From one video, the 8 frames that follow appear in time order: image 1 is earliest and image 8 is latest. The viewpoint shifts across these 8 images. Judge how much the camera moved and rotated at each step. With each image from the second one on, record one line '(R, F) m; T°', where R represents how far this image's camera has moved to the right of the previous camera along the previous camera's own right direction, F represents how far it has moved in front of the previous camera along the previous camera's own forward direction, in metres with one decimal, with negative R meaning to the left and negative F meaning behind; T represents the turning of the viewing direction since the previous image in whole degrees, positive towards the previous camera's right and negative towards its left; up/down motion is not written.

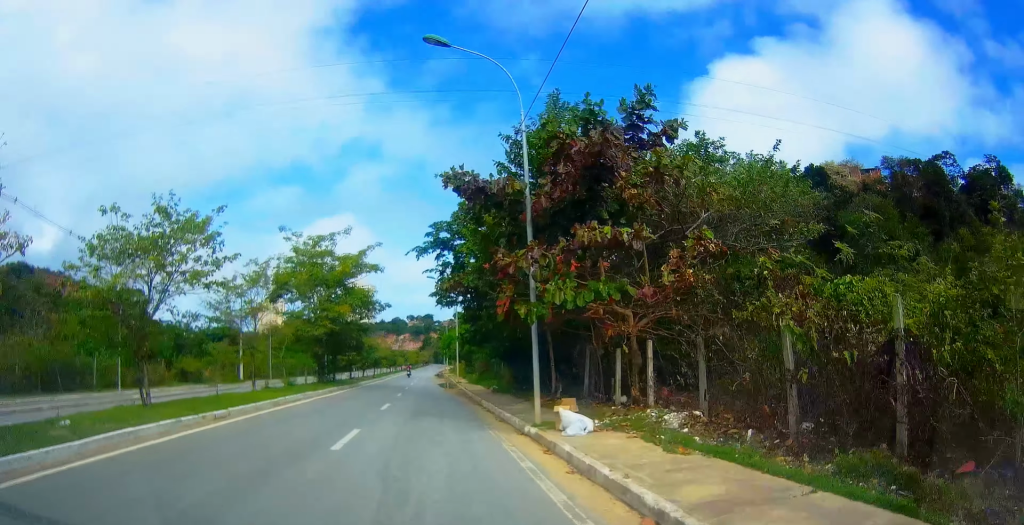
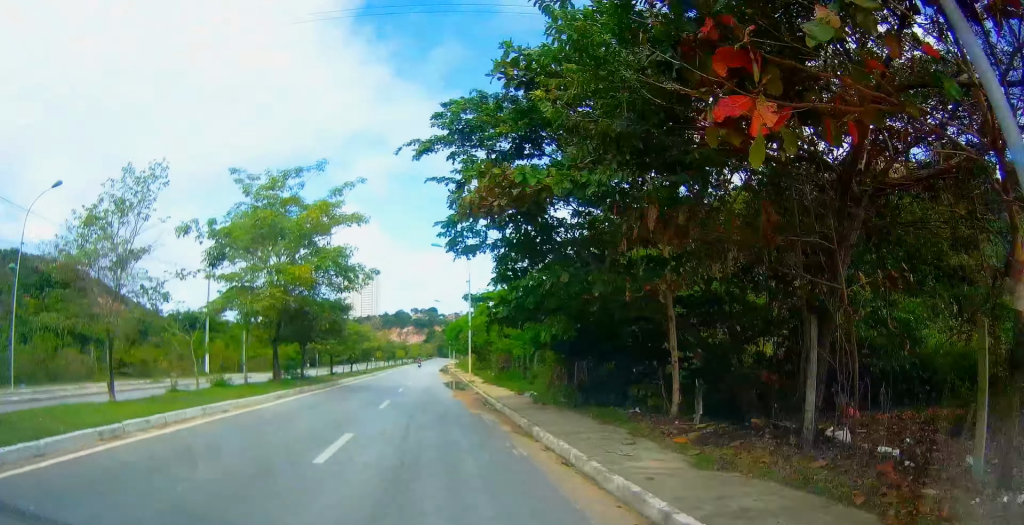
(-0.6, +11.6) m; -1°
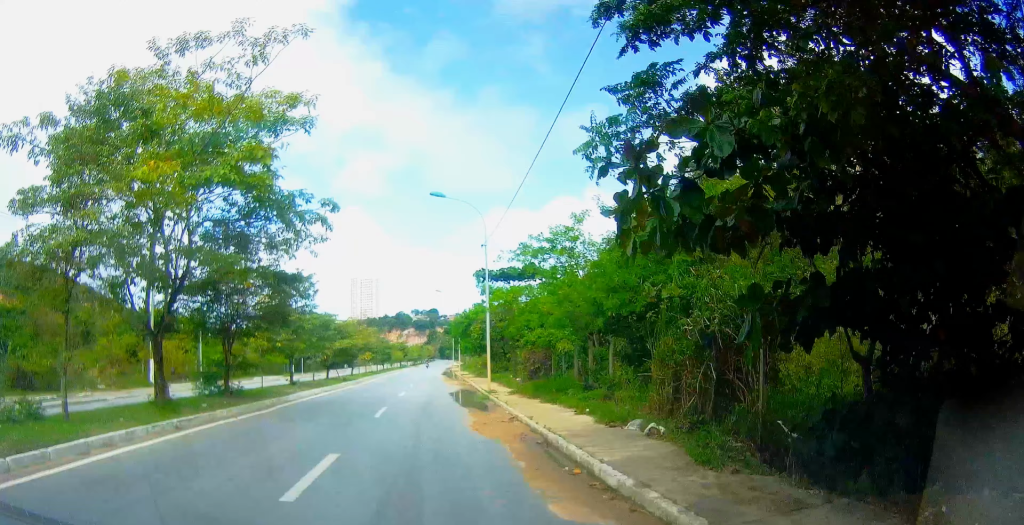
(+0.7, +11.6) m; +1°
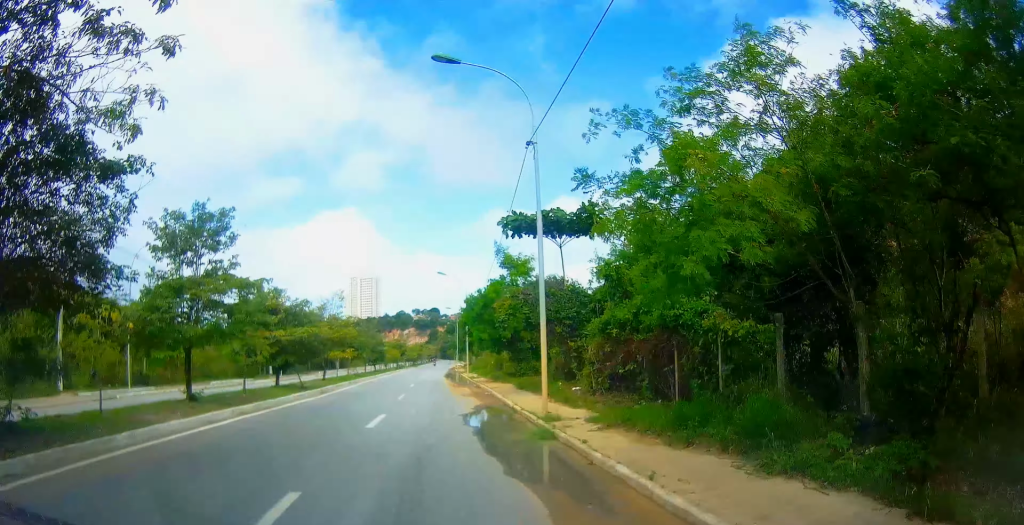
(-0.6, +11.8) m; -2°
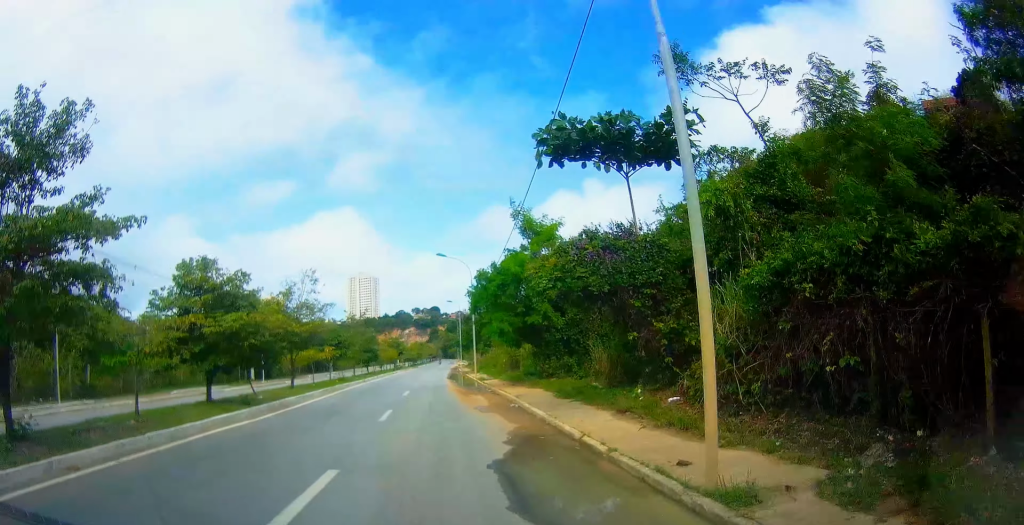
(+0.5, +7.8) m; 0°
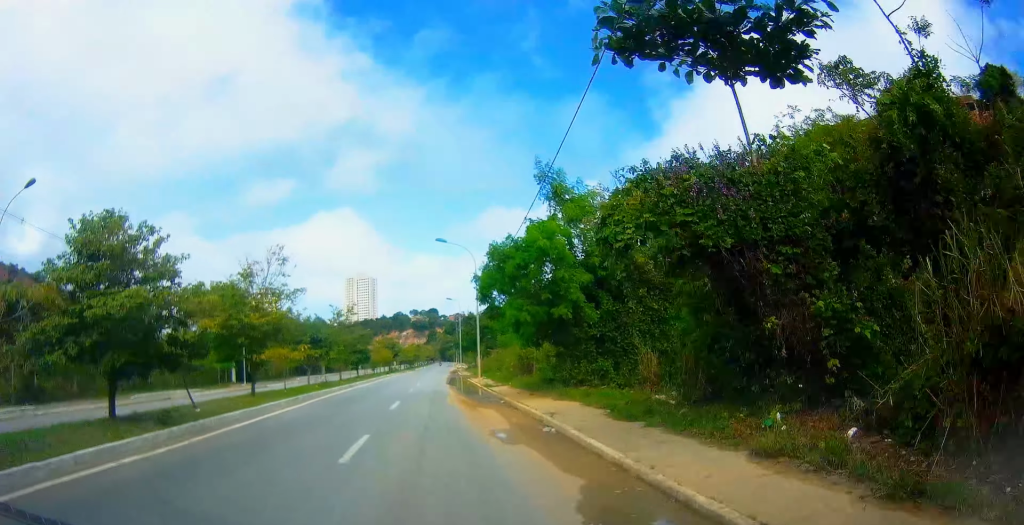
(-0.3, +5.6) m; 0°
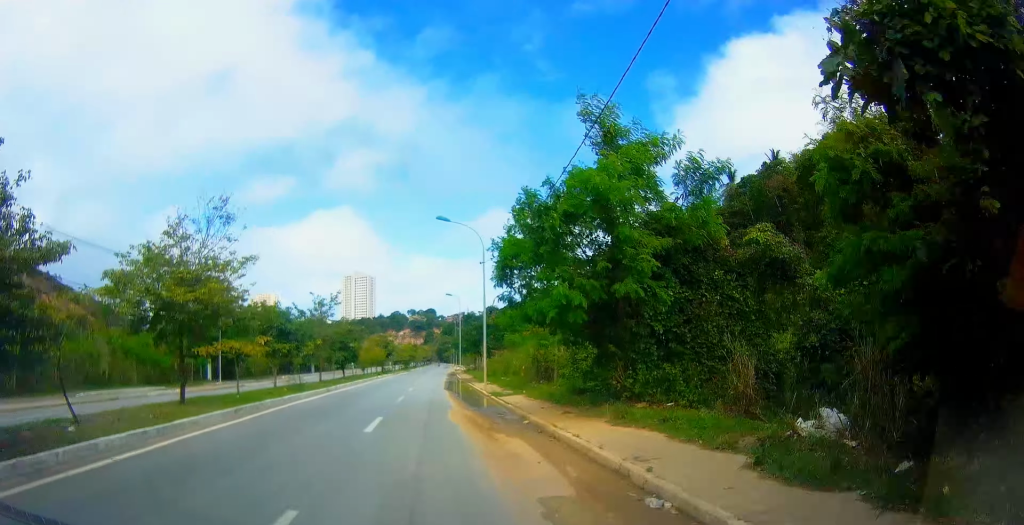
(0.0, +5.9) m; +1°
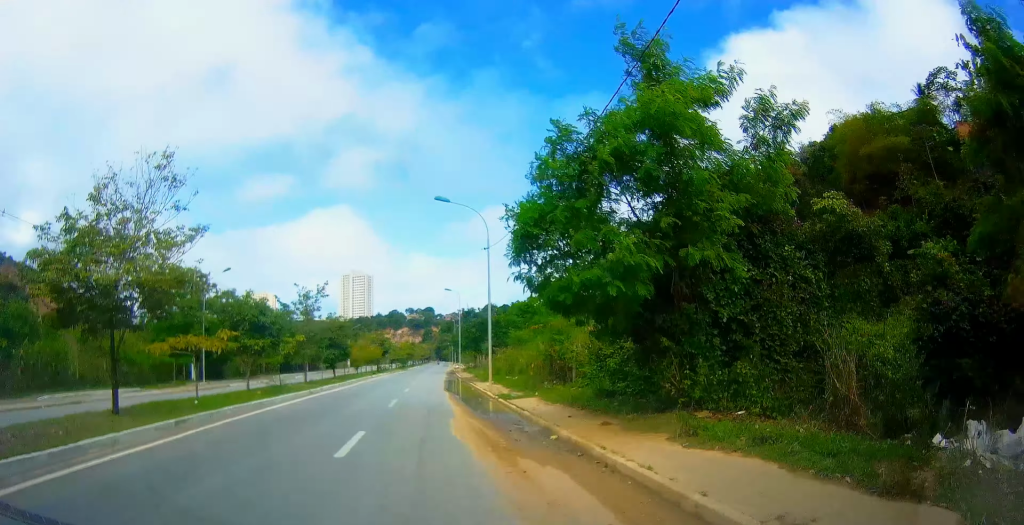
(+0.2, +3.5) m; +2°
